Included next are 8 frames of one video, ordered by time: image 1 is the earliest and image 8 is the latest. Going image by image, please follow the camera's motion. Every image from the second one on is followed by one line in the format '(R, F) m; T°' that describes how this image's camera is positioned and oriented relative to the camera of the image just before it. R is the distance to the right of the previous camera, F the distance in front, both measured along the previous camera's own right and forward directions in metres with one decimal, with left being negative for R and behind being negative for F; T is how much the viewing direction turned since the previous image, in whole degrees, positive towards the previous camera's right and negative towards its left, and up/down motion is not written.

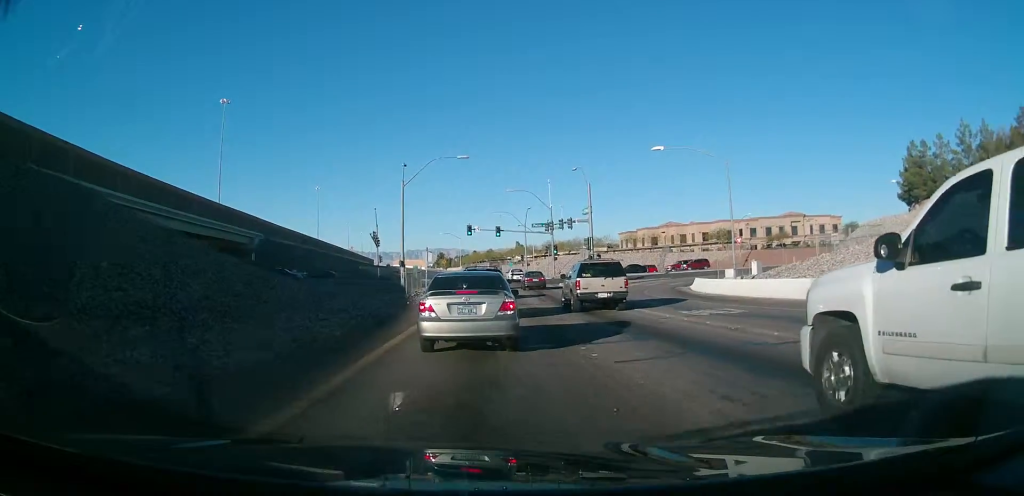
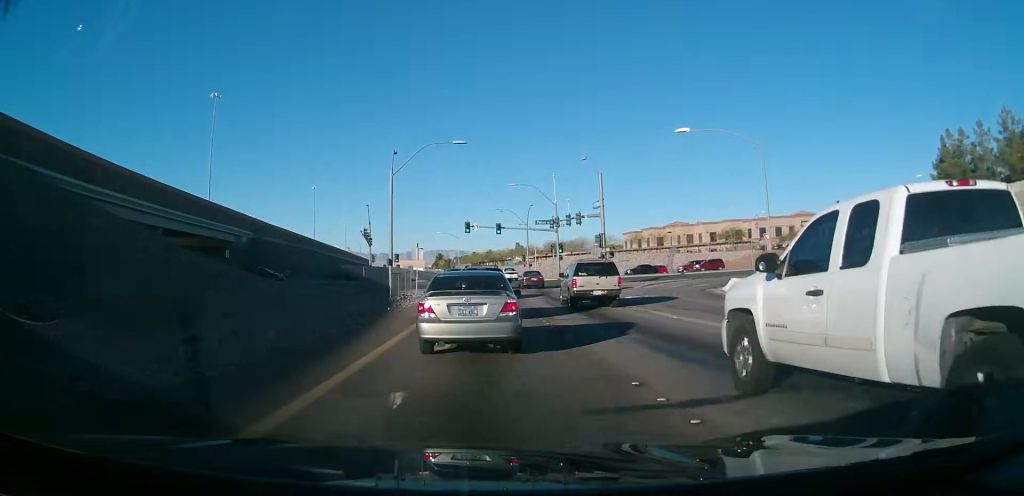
(0.0, +6.7) m; 0°
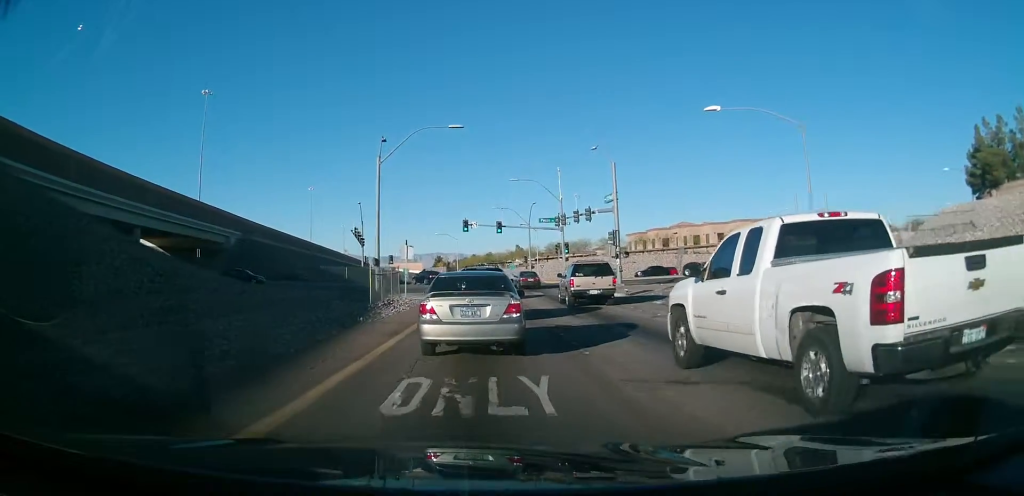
(0.0, +6.2) m; 0°
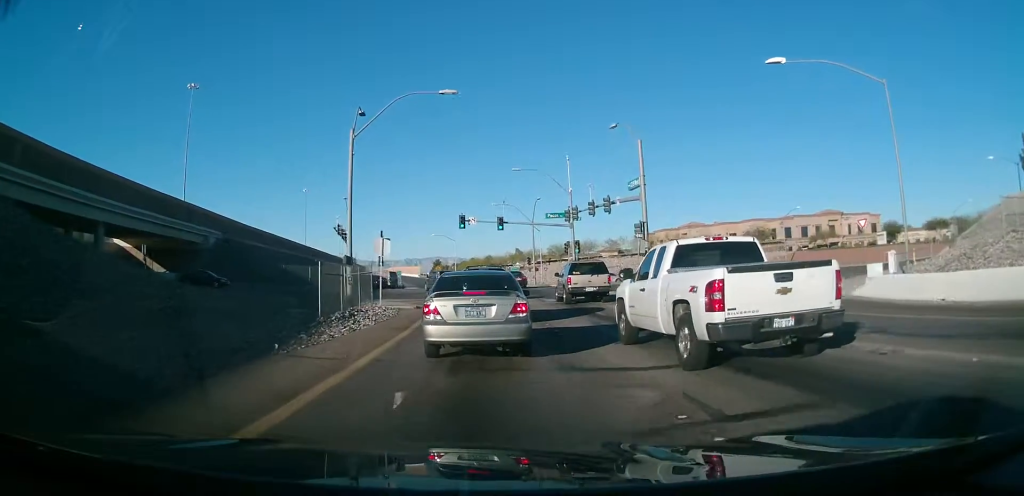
(+0.1, +8.9) m; 0°
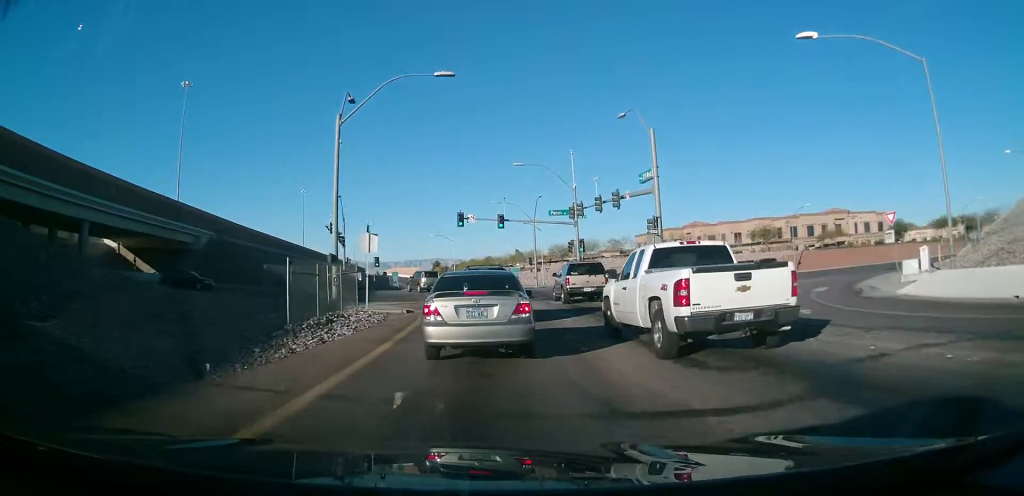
(0.0, +3.3) m; 0°
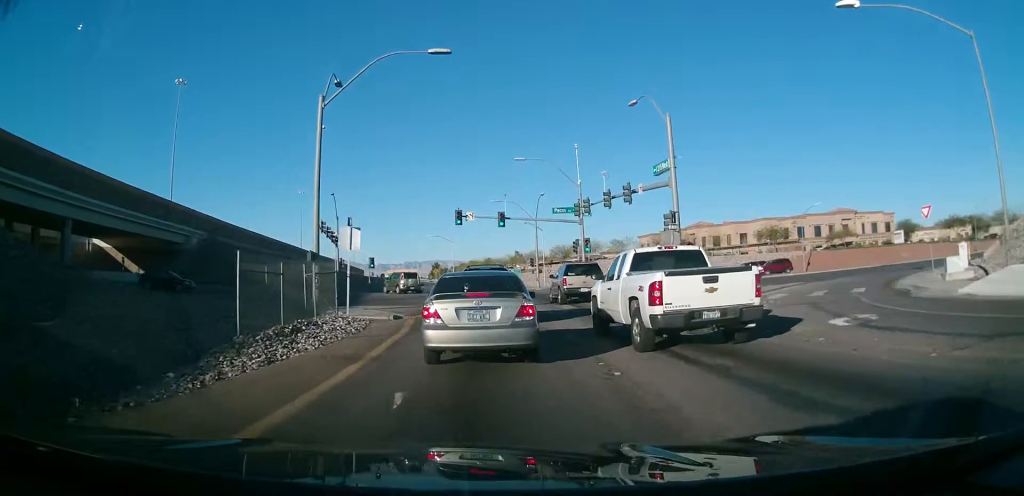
(0.0, +3.5) m; 0°
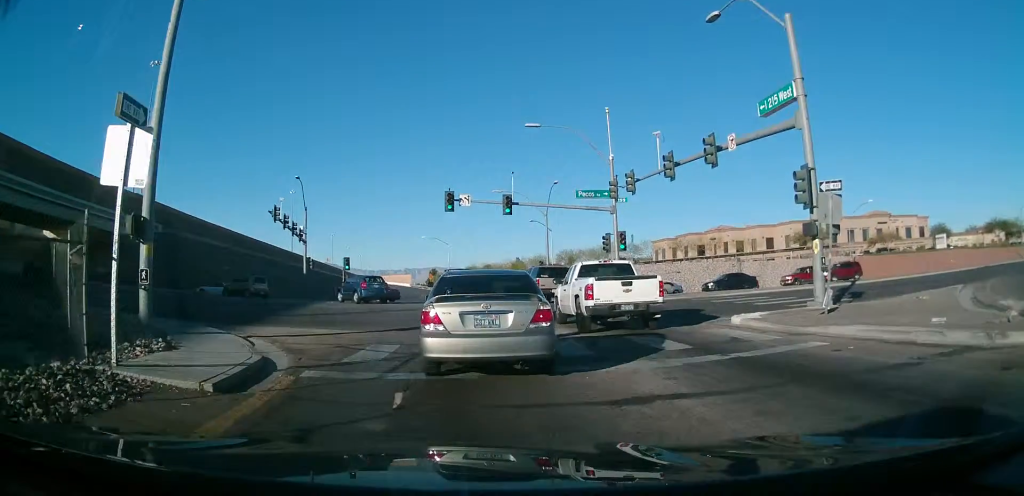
(-0.6, +15.0) m; -6°
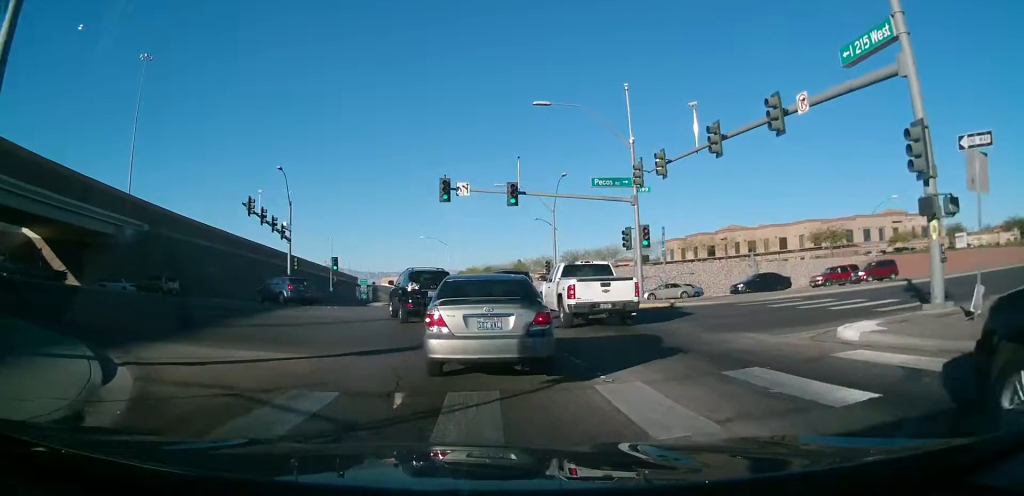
(-0.1, +5.9) m; +1°
